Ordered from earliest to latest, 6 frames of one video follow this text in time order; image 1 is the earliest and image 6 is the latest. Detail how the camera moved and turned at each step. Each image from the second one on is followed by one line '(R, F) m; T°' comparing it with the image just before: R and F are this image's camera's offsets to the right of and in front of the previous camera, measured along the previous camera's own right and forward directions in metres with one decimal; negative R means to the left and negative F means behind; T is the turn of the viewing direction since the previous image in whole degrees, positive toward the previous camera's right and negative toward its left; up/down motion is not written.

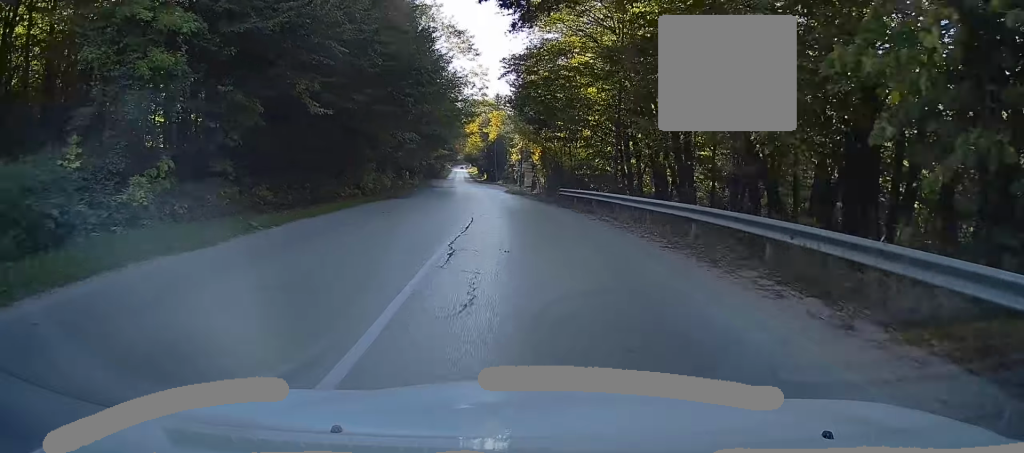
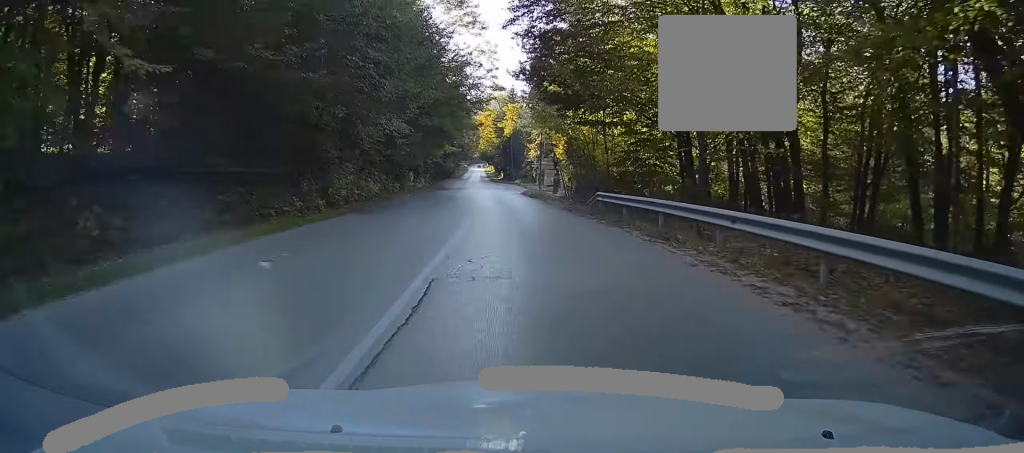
(-0.3, +9.7) m; -2°
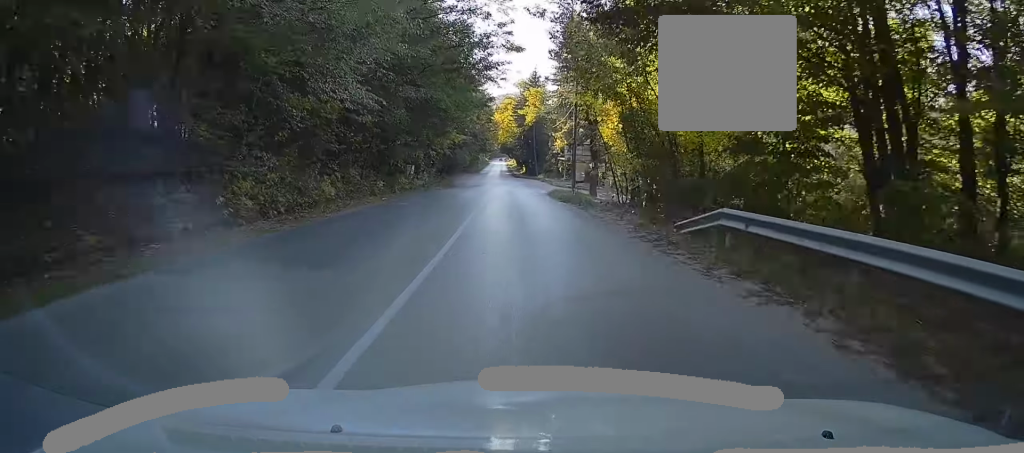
(-0.3, +12.9) m; -2°
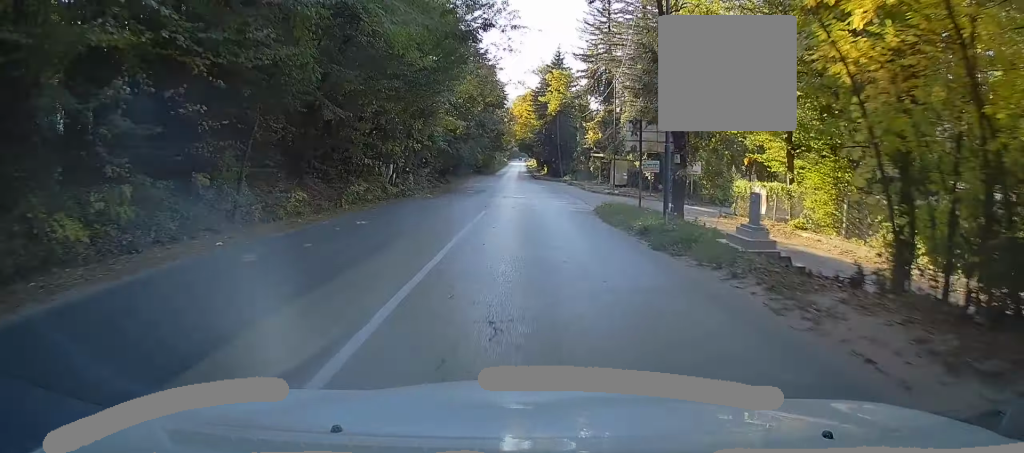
(-0.3, +16.7) m; -1°
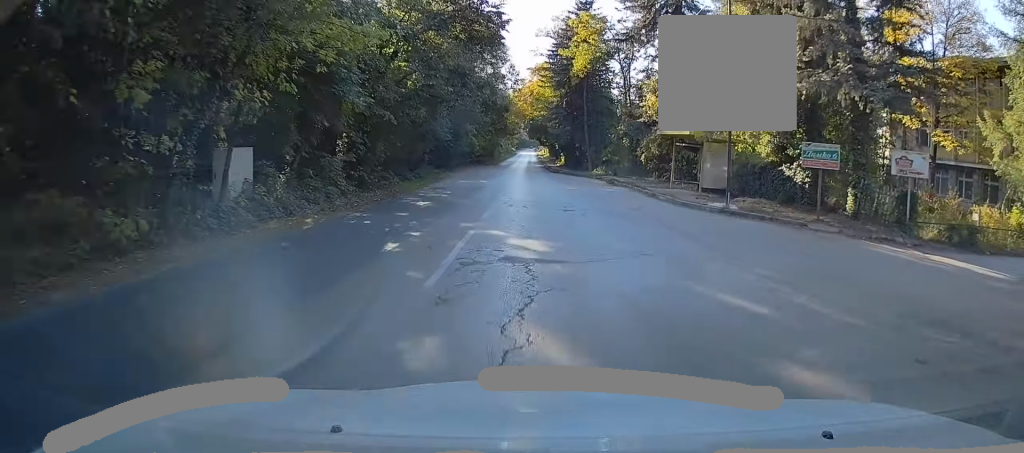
(0.0, +24.8) m; 0°
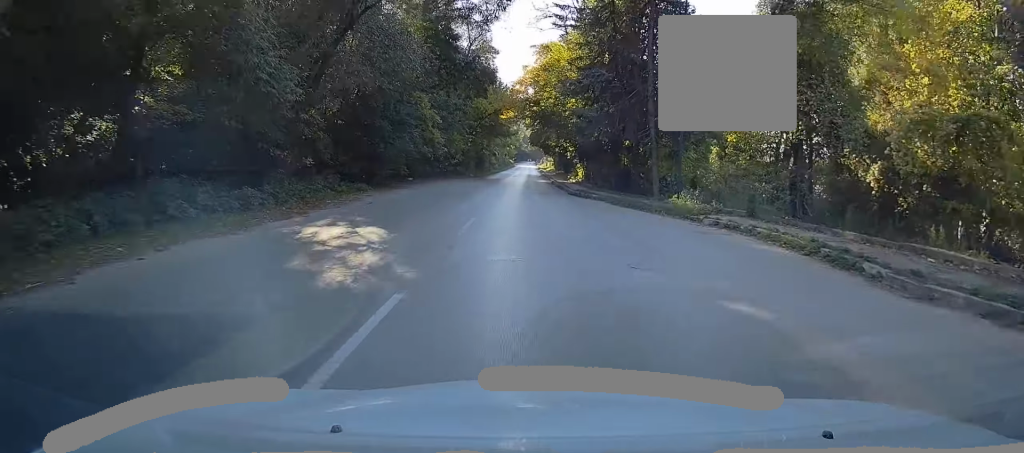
(-0.7, +29.9) m; -2°
